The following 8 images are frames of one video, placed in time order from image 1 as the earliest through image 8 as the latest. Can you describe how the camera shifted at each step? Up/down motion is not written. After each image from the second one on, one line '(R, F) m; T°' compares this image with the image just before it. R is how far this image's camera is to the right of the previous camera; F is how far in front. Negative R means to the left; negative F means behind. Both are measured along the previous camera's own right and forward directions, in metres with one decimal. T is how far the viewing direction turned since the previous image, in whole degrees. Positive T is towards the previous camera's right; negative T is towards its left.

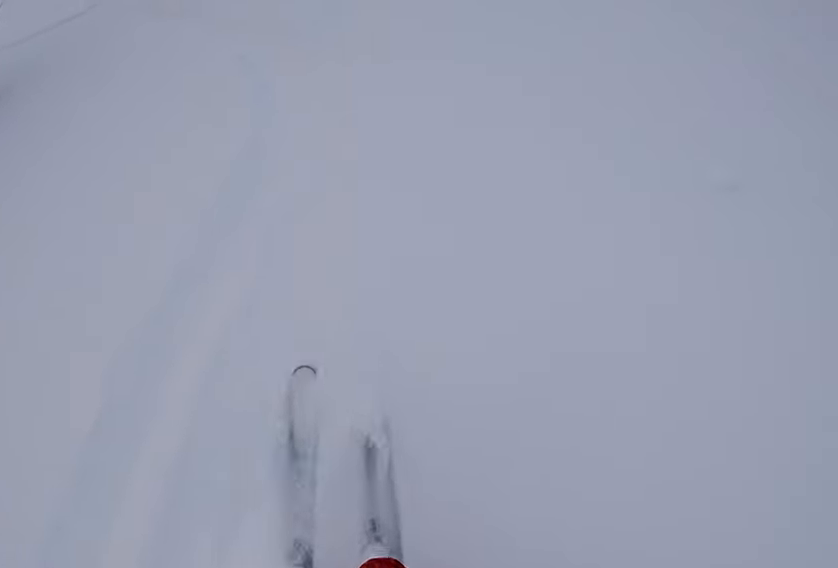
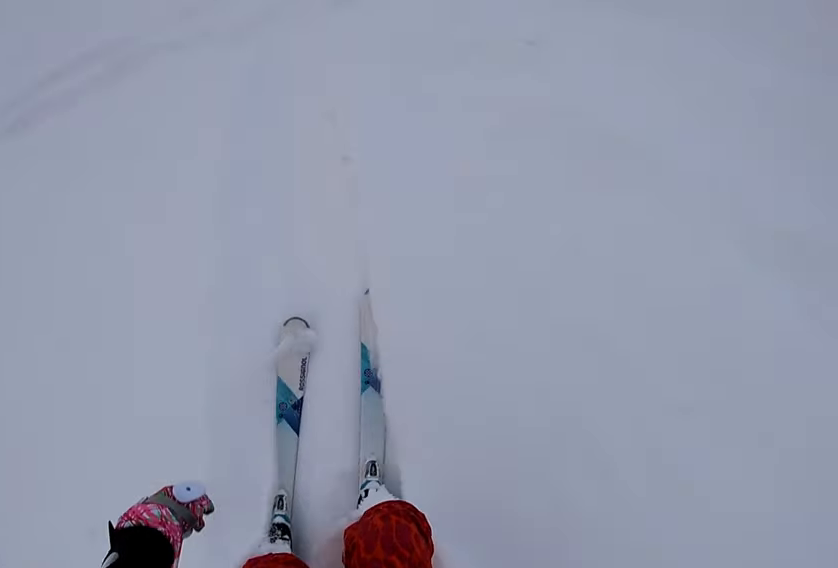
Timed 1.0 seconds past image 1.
(-0.3, +4.2) m; +7°
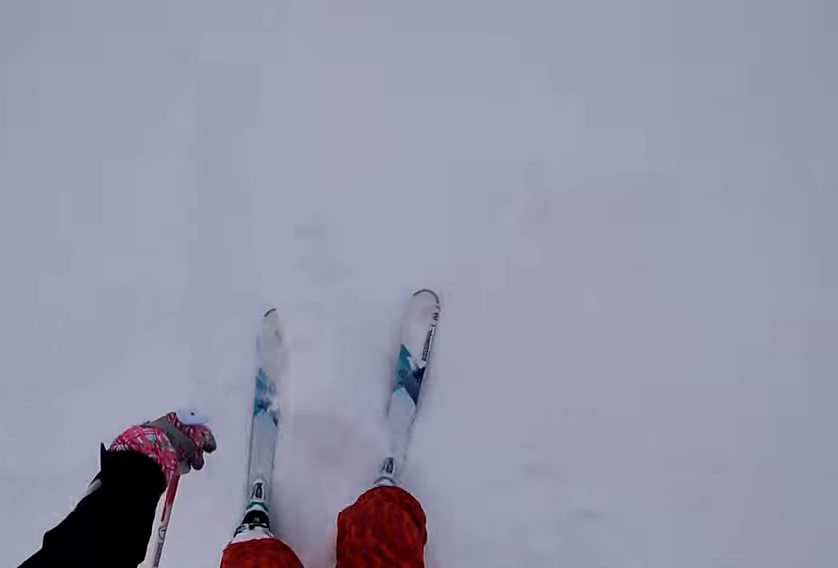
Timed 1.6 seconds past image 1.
(+0.5, +2.8) m; +9°
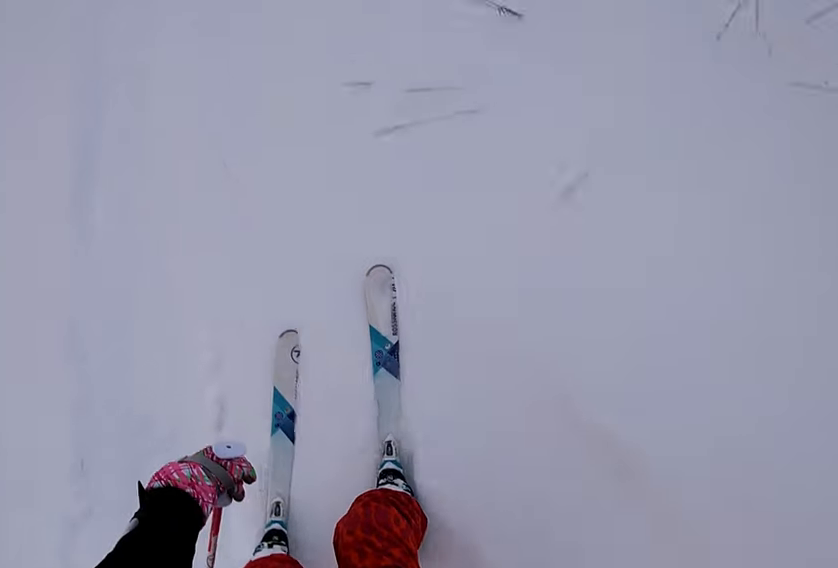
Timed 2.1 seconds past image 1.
(+0.1, +2.2) m; +2°
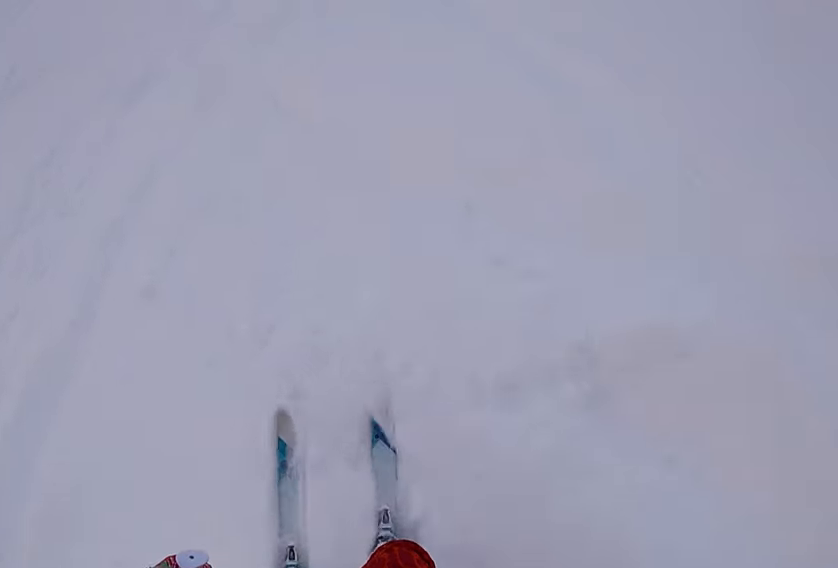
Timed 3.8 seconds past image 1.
(0.0, +8.0) m; 0°
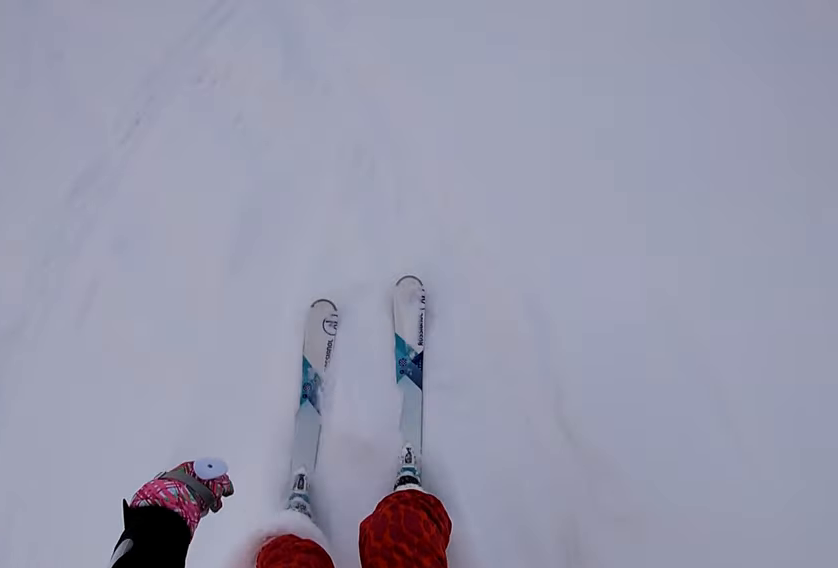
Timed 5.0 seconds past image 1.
(0.0, +6.0) m; 0°
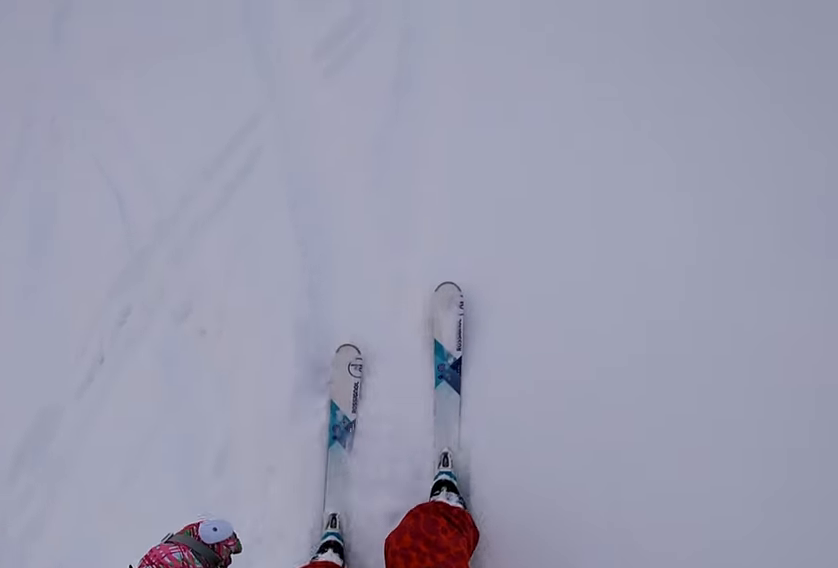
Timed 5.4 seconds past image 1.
(0.0, +2.2) m; 0°
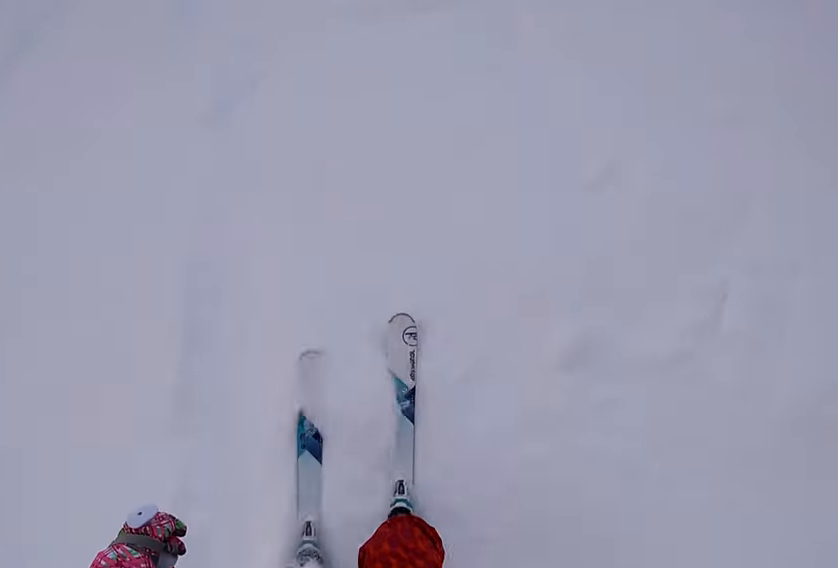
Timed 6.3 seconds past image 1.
(0.0, +4.6) m; -7°
